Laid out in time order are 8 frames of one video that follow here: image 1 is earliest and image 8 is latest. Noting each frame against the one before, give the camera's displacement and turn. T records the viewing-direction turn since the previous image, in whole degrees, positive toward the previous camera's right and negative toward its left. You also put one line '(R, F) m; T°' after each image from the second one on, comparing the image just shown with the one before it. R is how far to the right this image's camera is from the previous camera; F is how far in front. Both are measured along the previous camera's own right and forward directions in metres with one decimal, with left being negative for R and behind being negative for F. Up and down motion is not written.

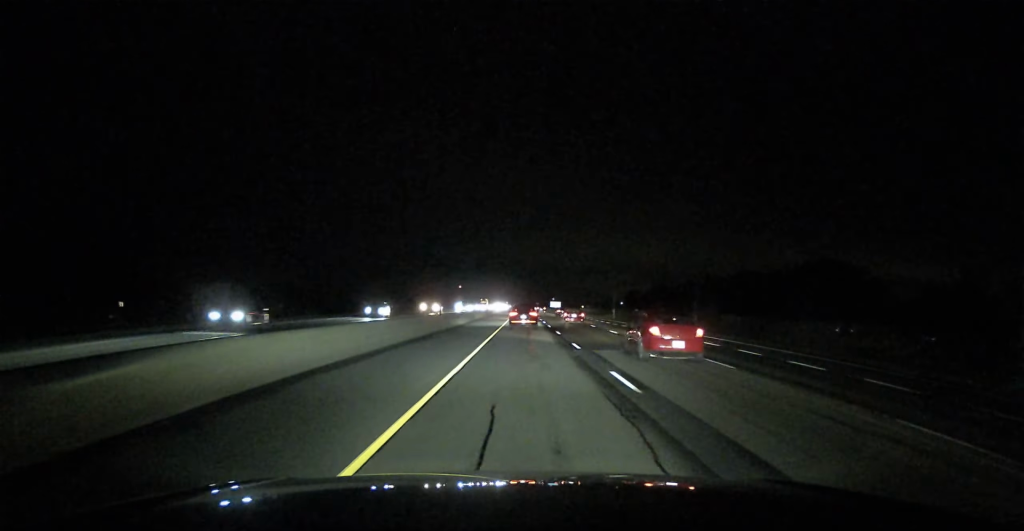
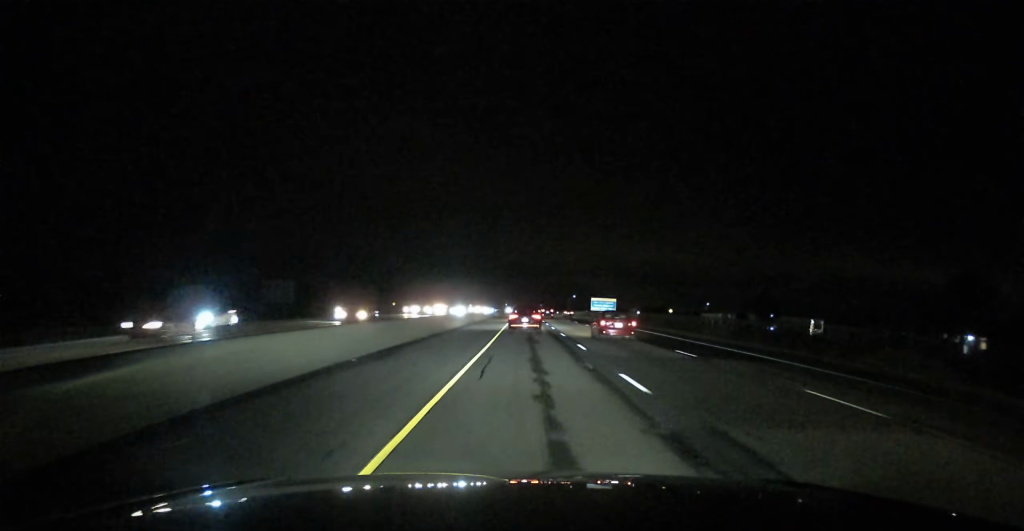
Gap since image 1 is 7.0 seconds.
(+0.2, +236.1) m; 0°
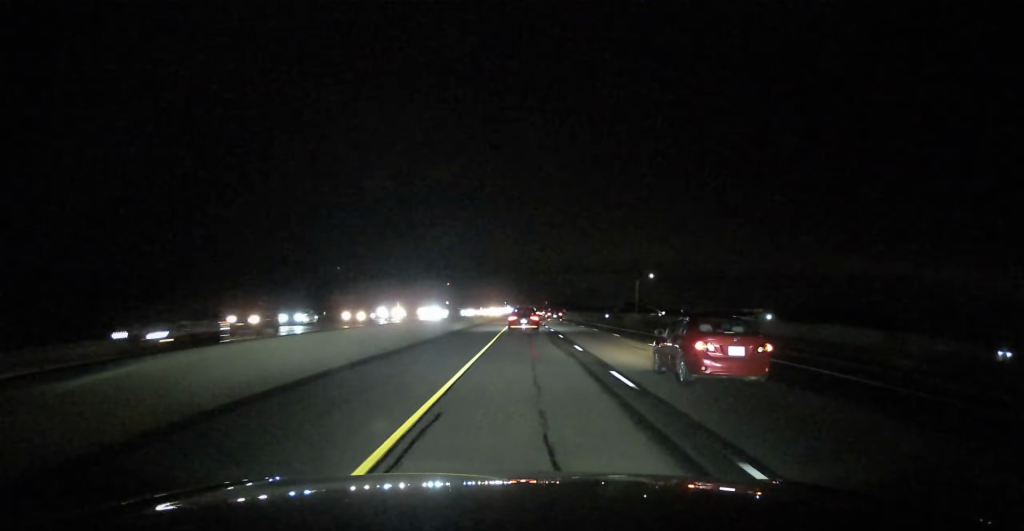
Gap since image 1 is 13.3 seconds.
(+0.3, +213.6) m; 0°
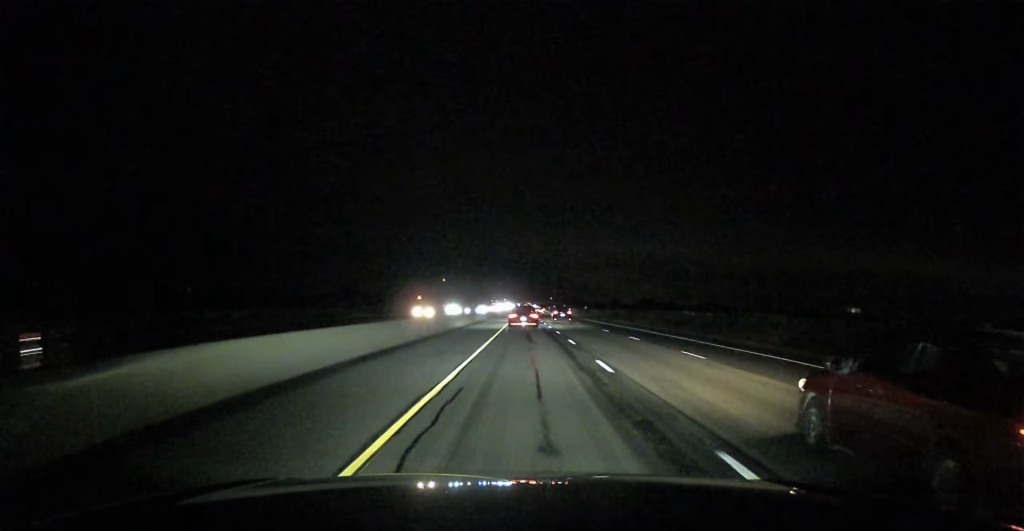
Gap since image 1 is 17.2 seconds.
(-0.1, +130.2) m; 0°
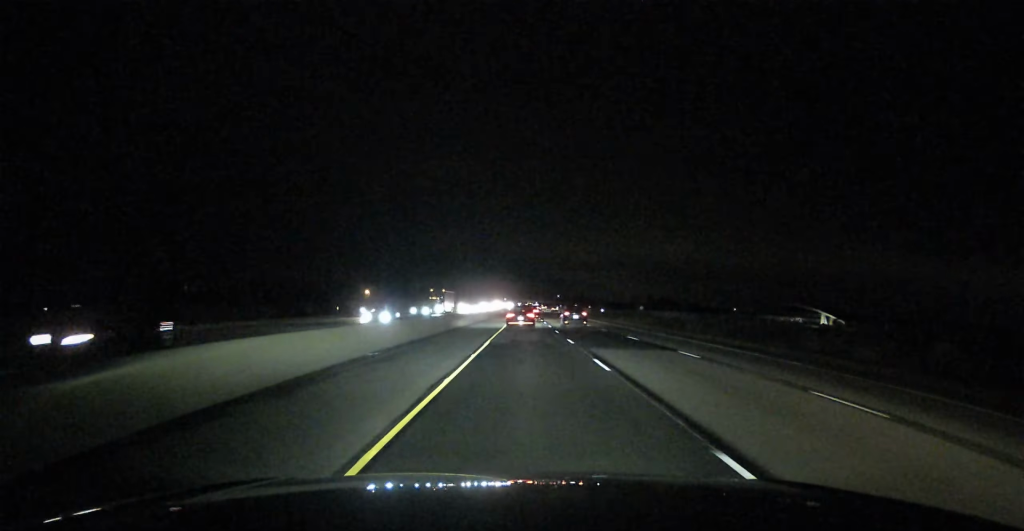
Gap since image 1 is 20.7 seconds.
(-0.2, +119.8) m; 0°
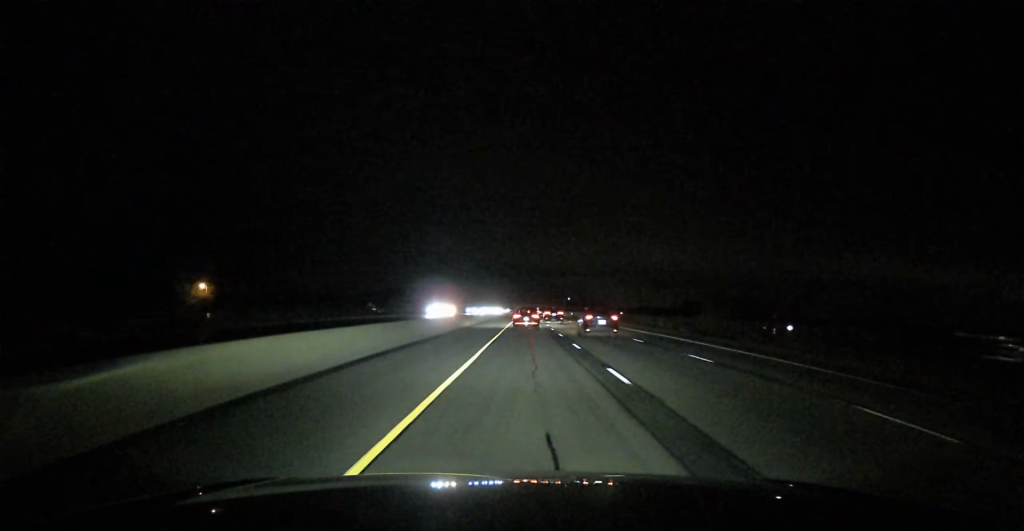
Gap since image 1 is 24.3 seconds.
(0.0, +124.1) m; 0°
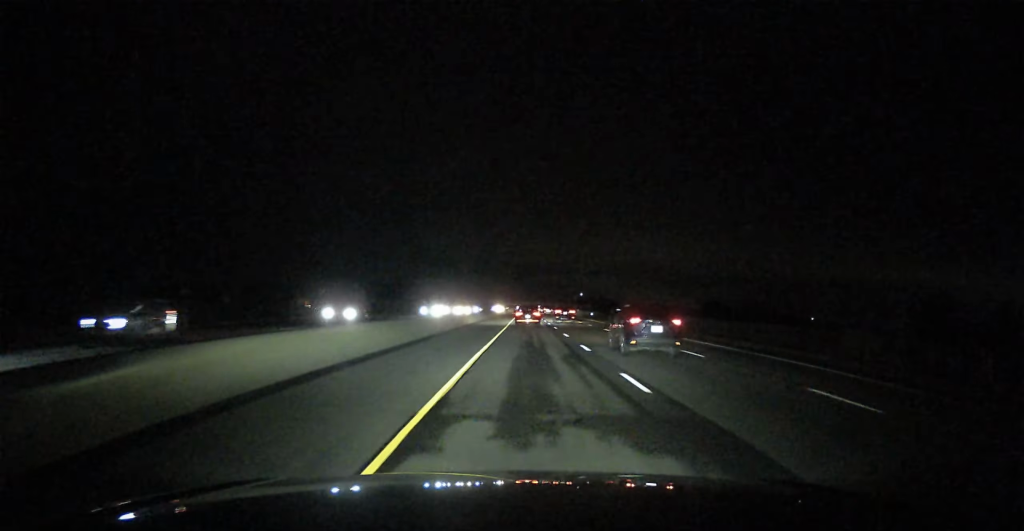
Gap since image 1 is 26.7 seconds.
(-0.1, +84.5) m; 0°
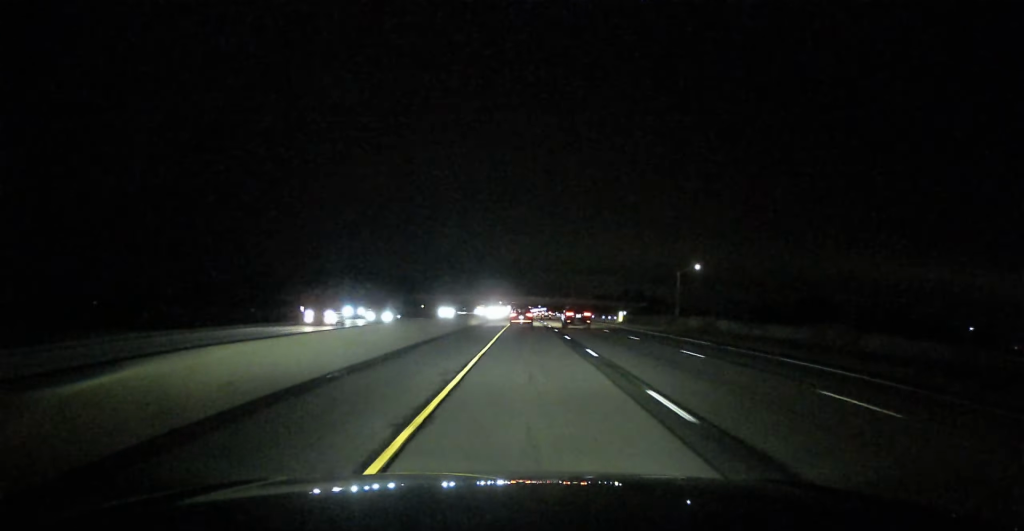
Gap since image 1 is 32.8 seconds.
(+0.1, +214.9) m; 0°
